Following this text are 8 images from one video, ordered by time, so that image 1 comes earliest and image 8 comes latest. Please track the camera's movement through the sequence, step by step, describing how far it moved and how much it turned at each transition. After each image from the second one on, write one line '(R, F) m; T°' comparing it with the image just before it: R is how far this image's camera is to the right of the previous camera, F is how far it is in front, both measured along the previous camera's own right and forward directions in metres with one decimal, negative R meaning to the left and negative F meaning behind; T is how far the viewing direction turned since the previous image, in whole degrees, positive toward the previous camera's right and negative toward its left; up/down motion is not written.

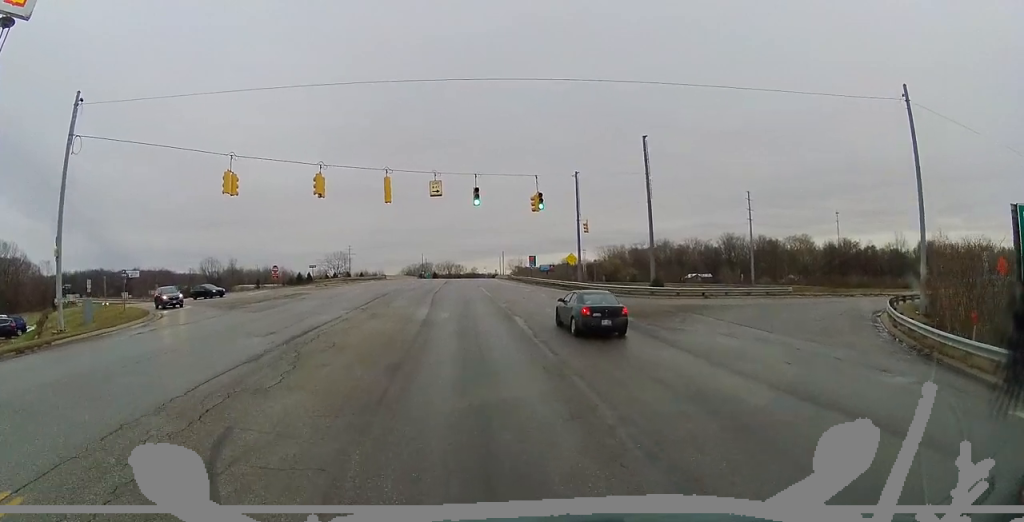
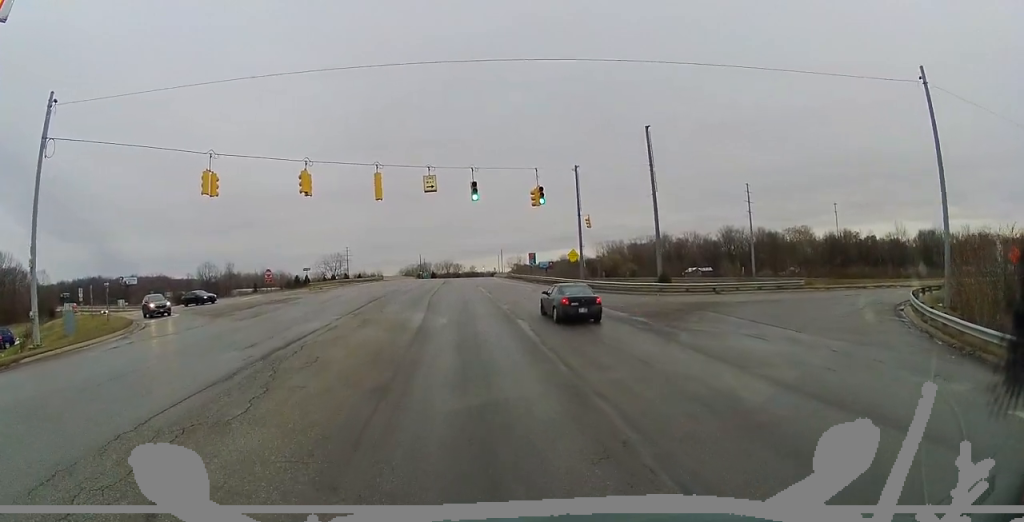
(0.0, +2.3) m; 0°
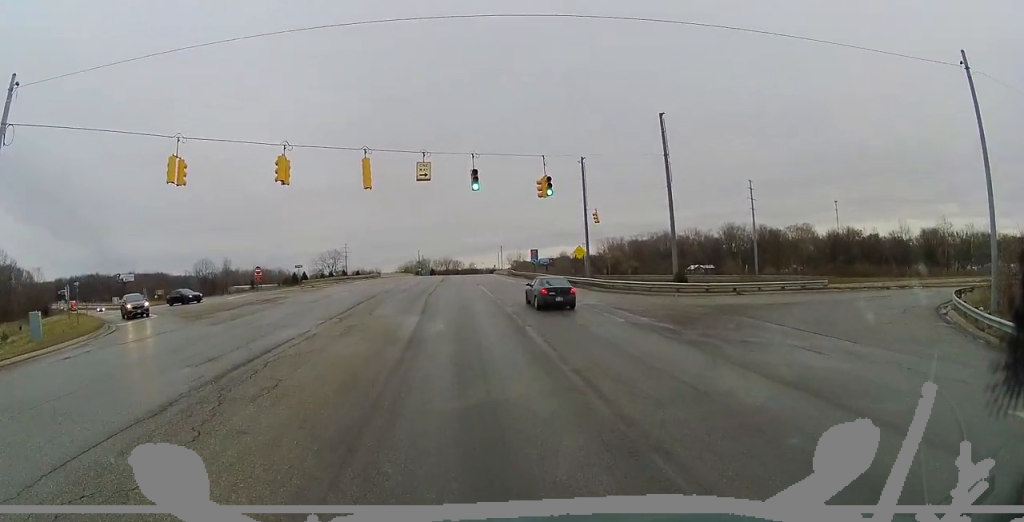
(0.0, +3.4) m; 0°
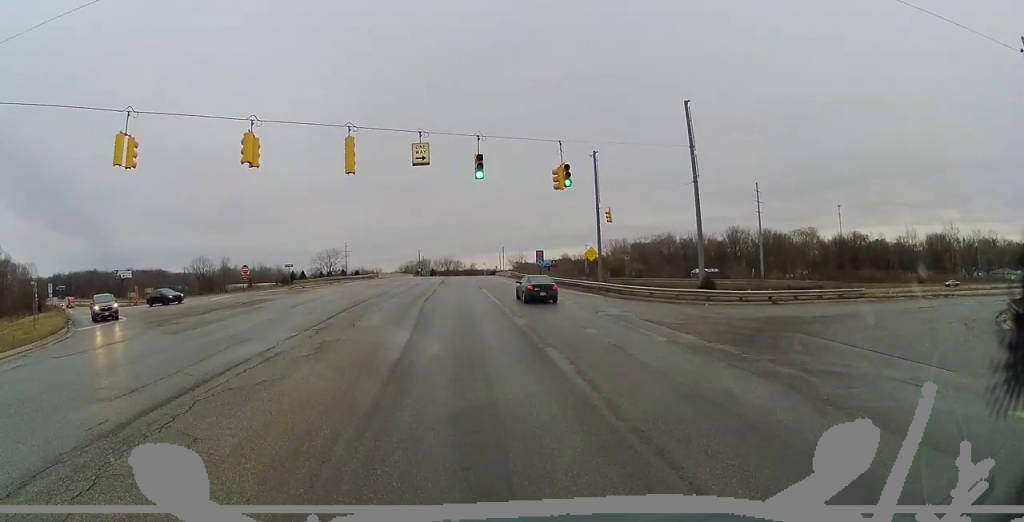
(0.0, +3.8) m; 0°
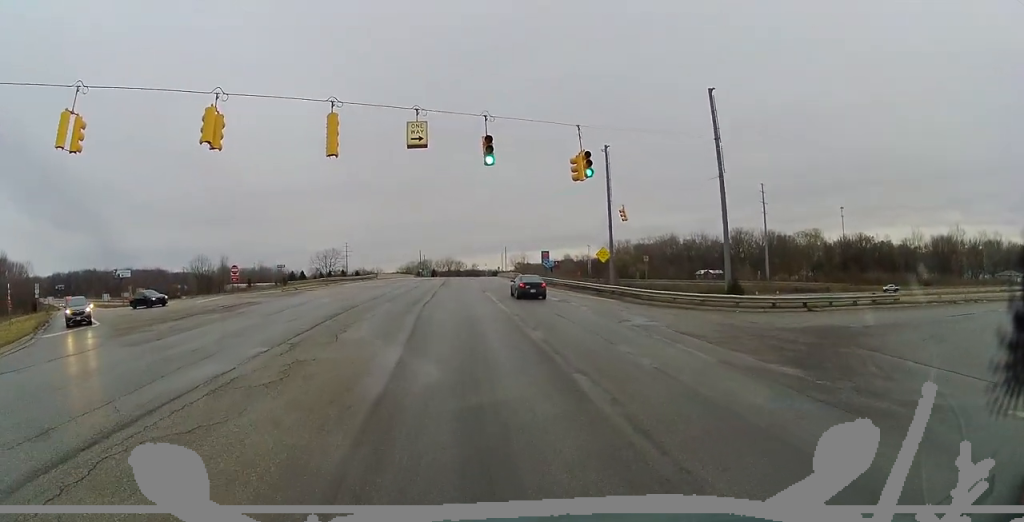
(0.0, +3.4) m; -1°
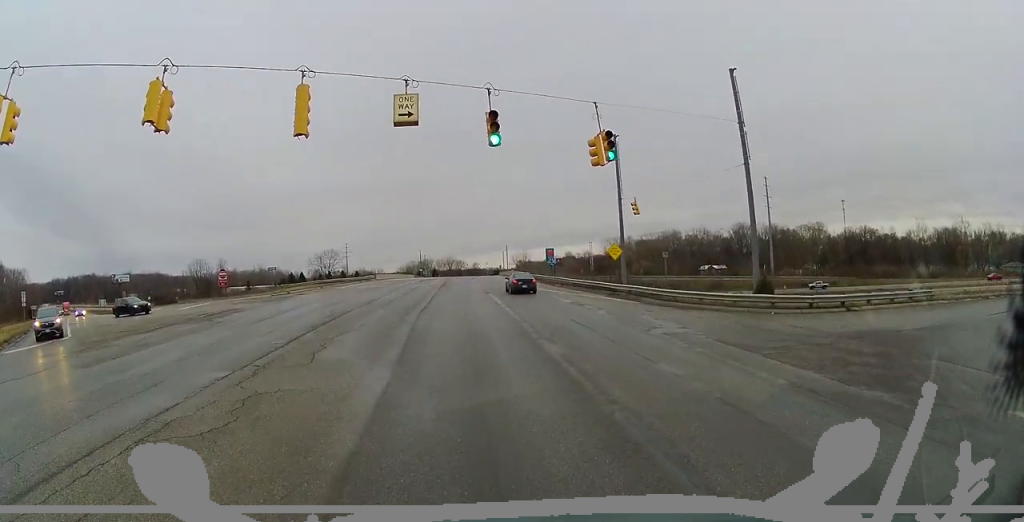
(0.0, +3.5) m; -2°
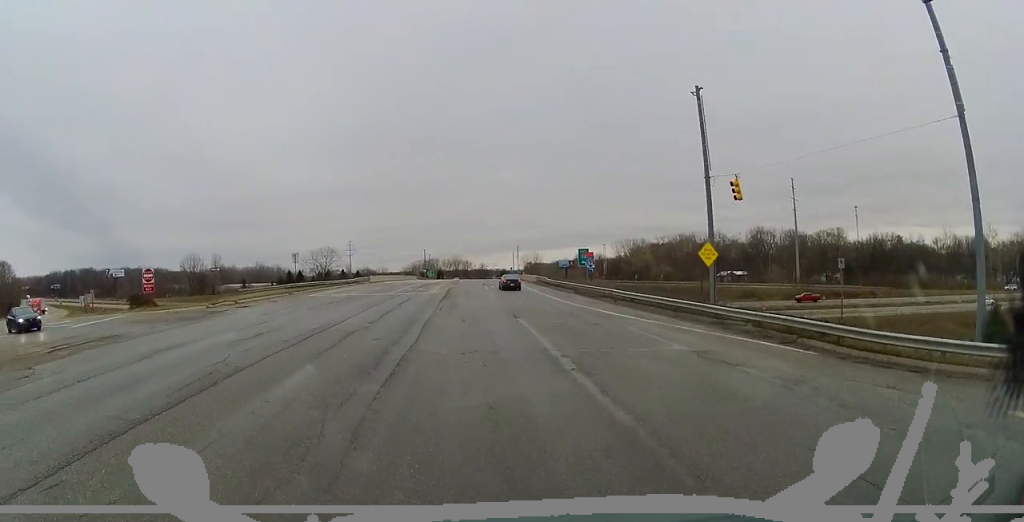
(-0.5, +14.2) m; 0°
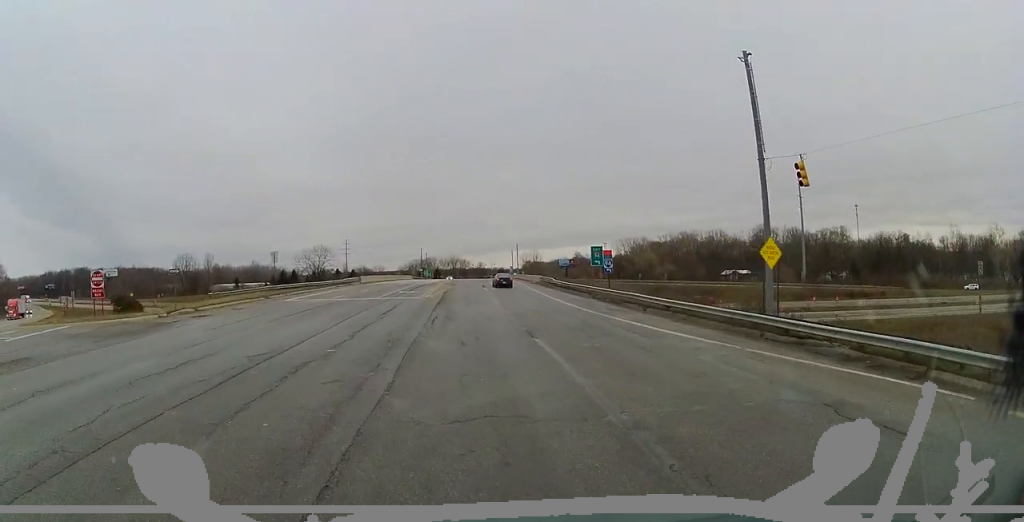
(+0.2, +5.9) m; +2°
